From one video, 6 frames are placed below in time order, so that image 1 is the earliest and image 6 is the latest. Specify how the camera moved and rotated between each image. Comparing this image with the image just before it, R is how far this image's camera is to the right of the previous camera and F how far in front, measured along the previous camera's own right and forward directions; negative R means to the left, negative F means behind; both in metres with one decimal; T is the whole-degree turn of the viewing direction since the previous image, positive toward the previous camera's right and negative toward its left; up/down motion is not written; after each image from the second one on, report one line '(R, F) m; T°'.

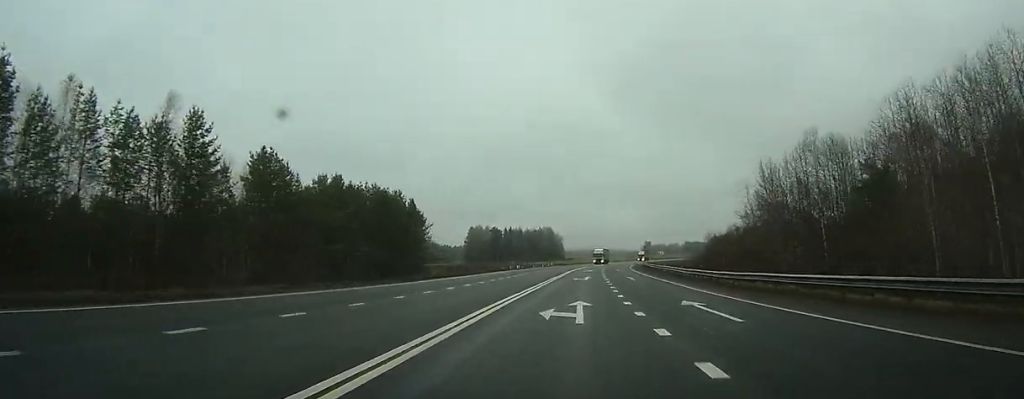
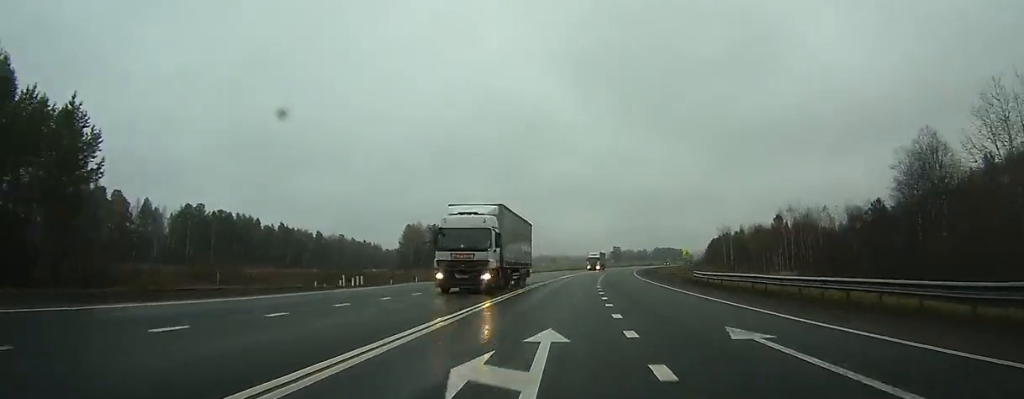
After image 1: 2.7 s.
(+2.0, +67.4) m; +3°
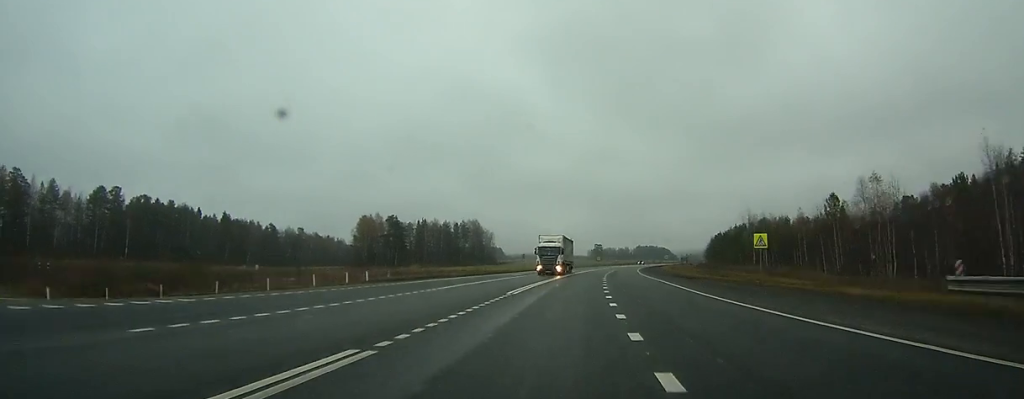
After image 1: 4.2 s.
(+0.5, +36.1) m; +2°
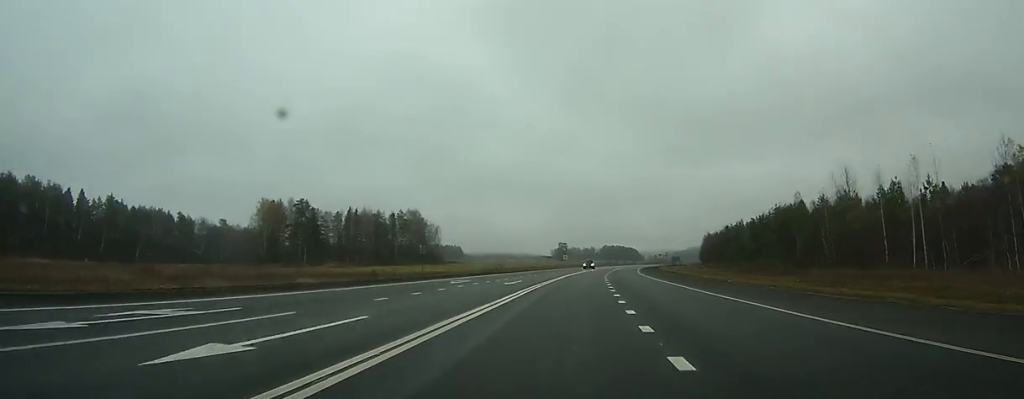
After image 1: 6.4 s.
(+1.5, +54.1) m; +3°
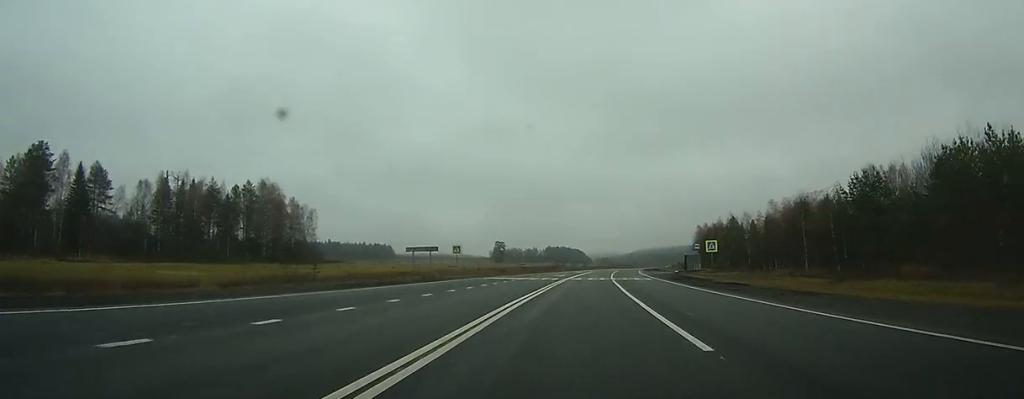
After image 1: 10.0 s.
(+3.7, +87.7) m; +5°
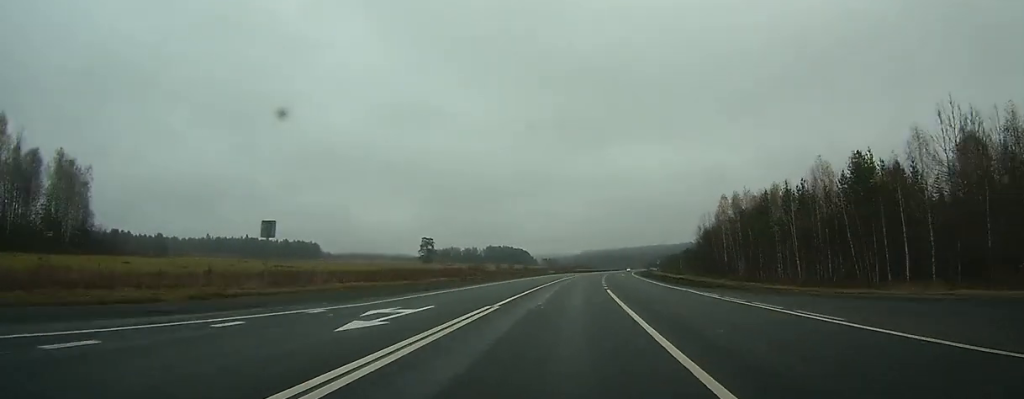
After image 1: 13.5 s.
(+4.2, +85.0) m; +6°
